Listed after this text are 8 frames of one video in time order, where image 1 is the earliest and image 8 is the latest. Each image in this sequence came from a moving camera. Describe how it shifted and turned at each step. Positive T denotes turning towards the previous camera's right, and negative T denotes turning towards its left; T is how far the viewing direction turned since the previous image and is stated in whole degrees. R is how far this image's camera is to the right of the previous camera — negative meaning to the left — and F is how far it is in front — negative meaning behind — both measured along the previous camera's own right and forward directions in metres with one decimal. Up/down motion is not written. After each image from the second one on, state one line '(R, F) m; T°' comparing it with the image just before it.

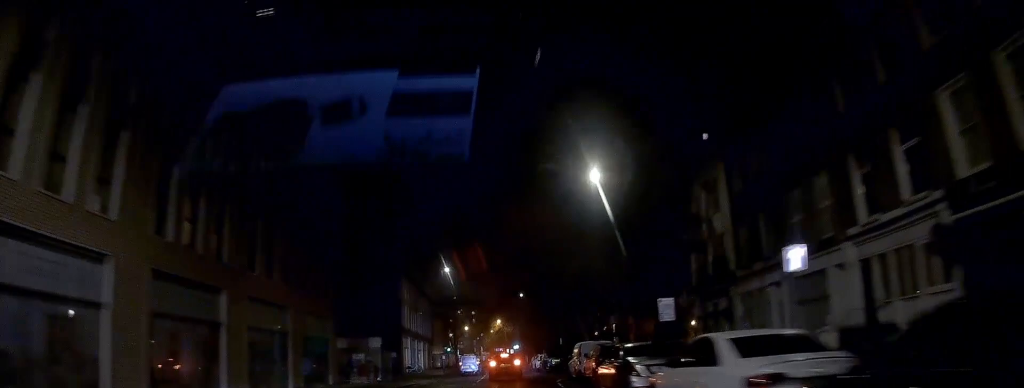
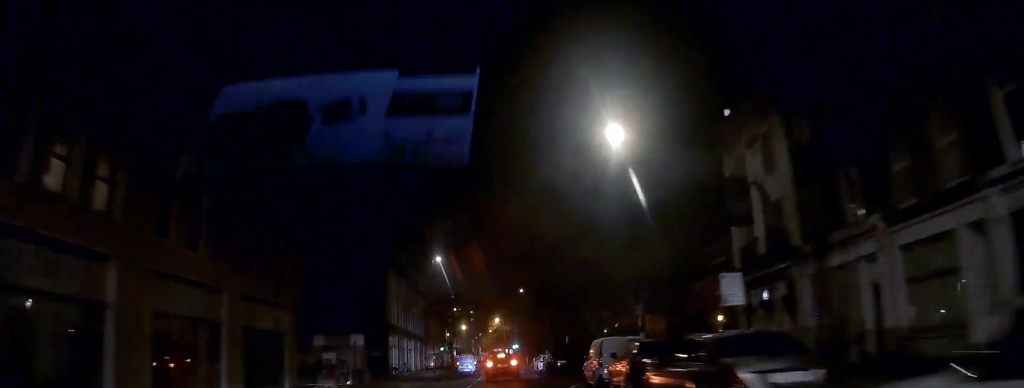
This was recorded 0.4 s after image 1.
(-0.2, +6.5) m; -1°
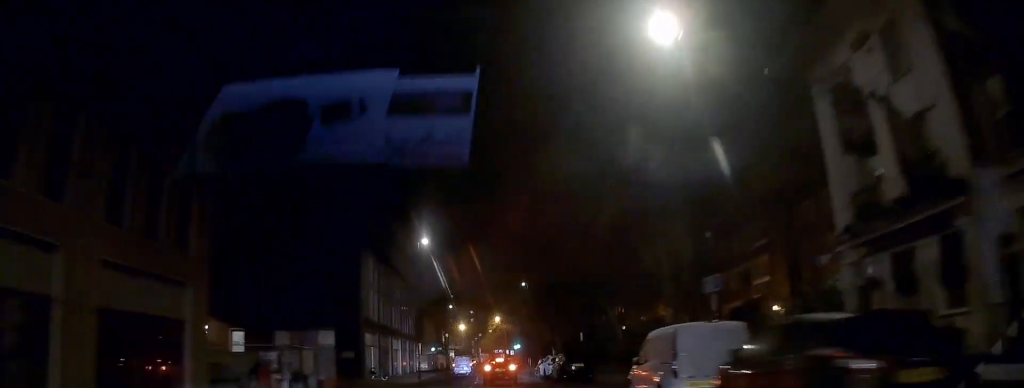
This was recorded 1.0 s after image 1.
(-0.2, +9.0) m; -1°
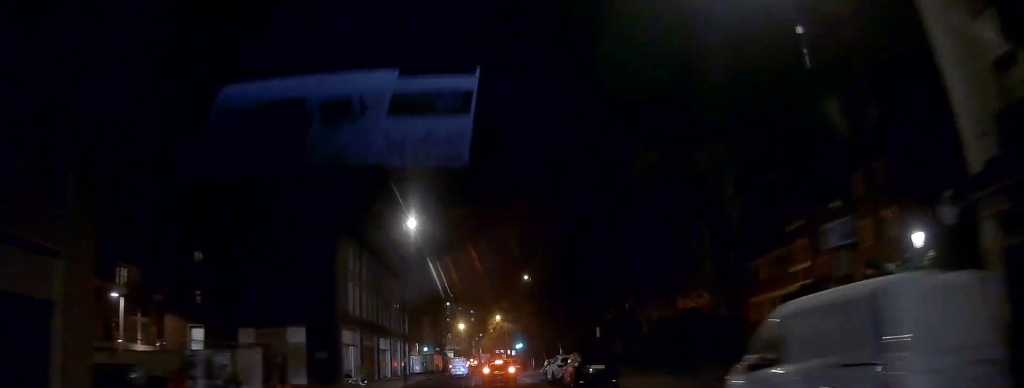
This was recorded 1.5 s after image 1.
(0.0, +6.6) m; +1°
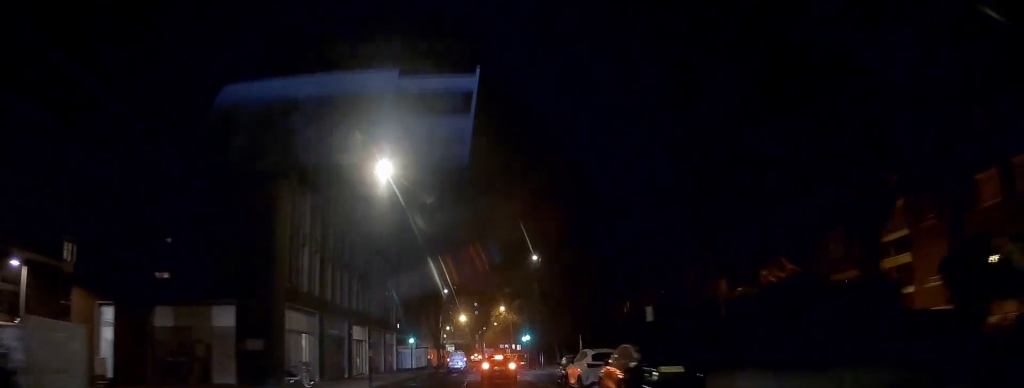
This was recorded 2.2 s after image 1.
(0.0, +10.6) m; +1°
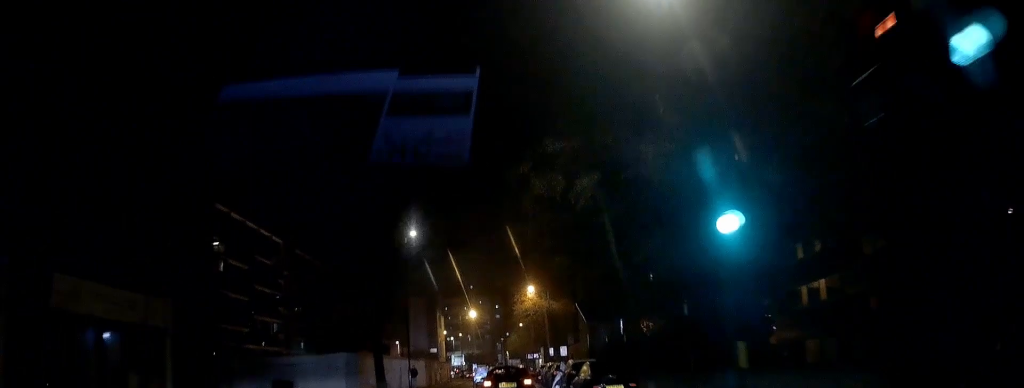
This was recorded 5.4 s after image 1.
(-0.5, +46.7) m; -1°
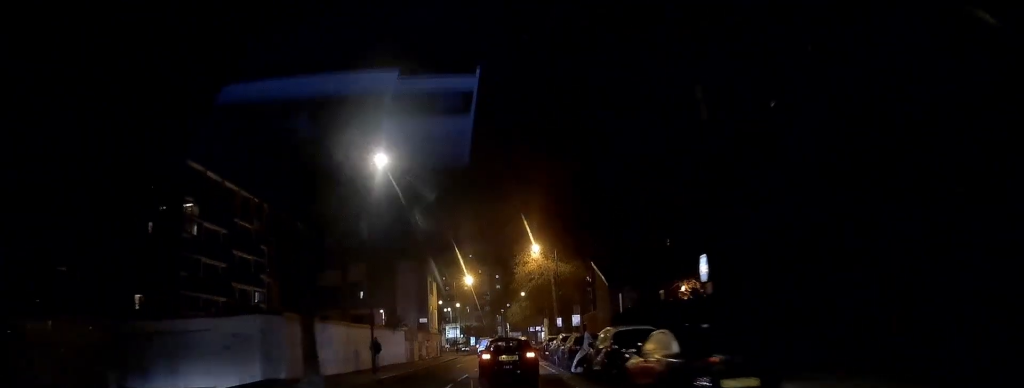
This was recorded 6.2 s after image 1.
(+0.1, +11.1) m; 0°
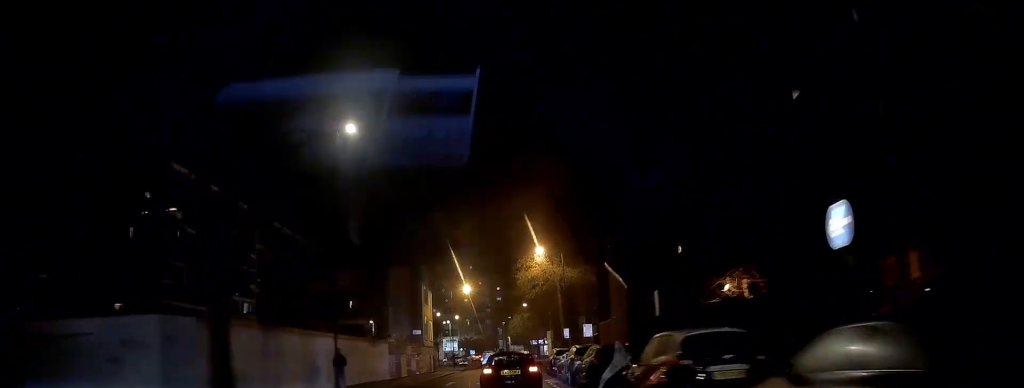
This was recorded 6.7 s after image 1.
(-0.1, +6.5) m; -1°
